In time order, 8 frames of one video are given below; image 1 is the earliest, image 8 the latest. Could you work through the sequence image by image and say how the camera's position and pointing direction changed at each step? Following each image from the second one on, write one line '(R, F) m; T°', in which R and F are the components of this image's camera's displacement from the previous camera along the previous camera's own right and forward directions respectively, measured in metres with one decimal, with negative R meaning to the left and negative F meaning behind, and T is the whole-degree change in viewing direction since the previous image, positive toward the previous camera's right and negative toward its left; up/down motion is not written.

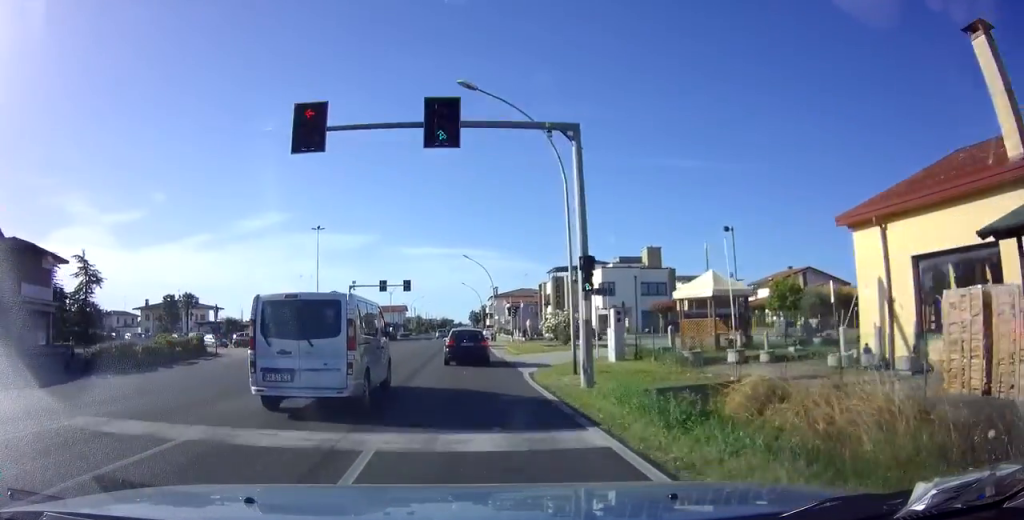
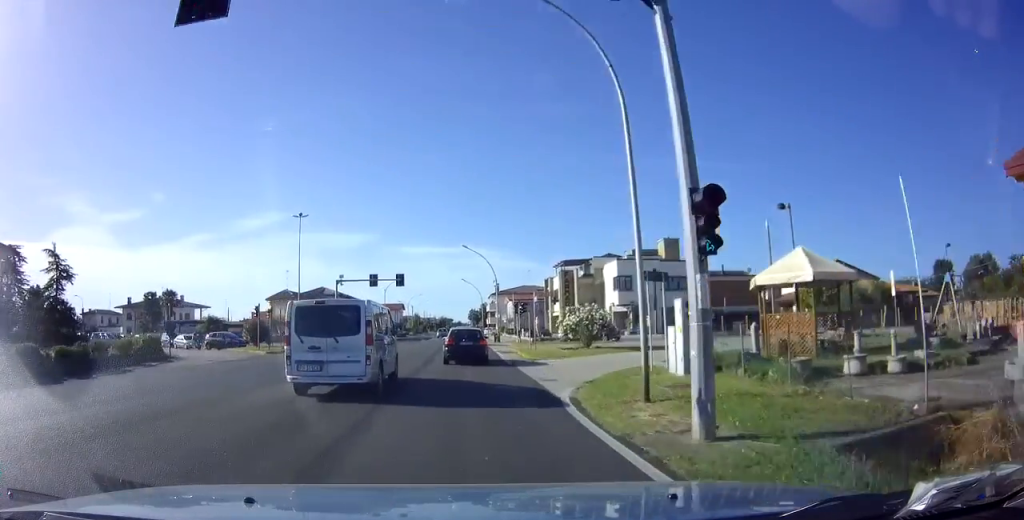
(0.0, +6.2) m; 0°
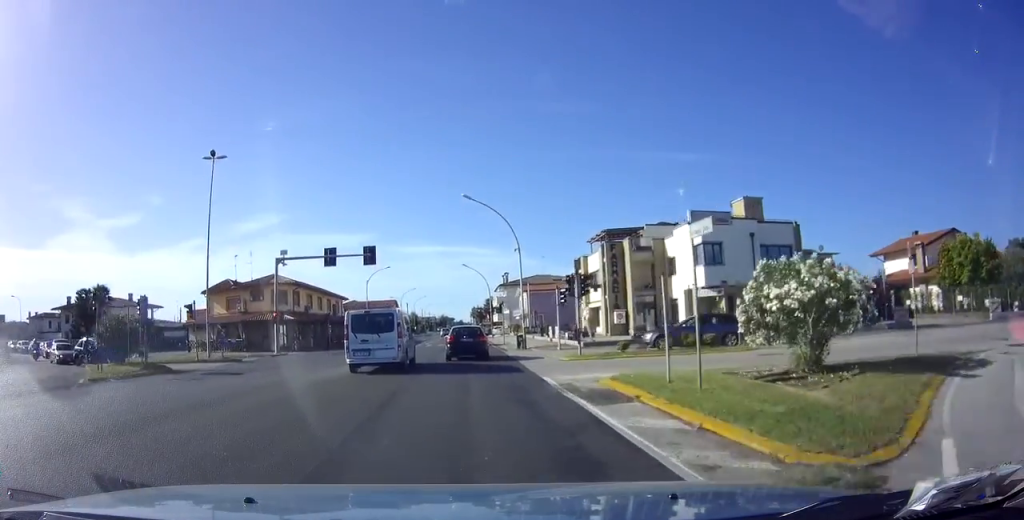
(-0.1, +19.5) m; -1°
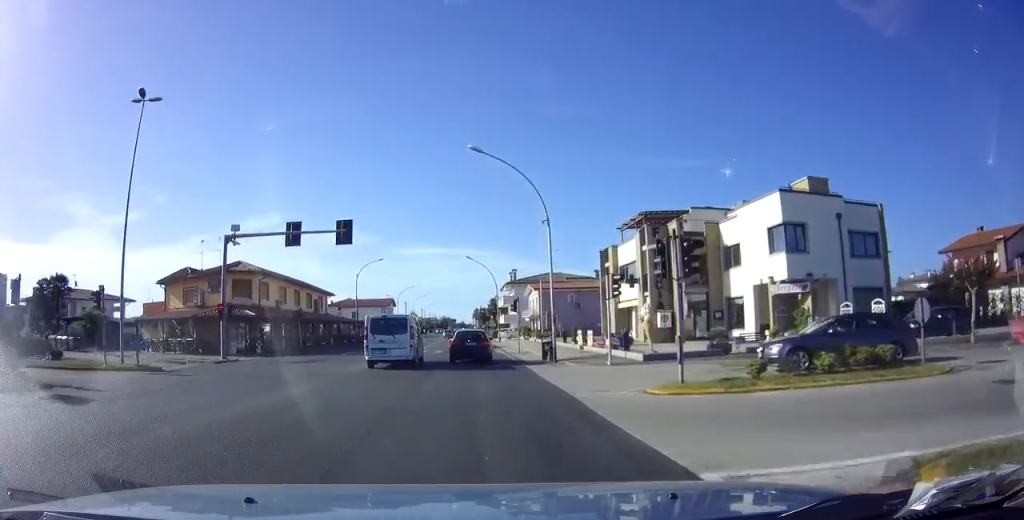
(-0.1, +9.2) m; 0°
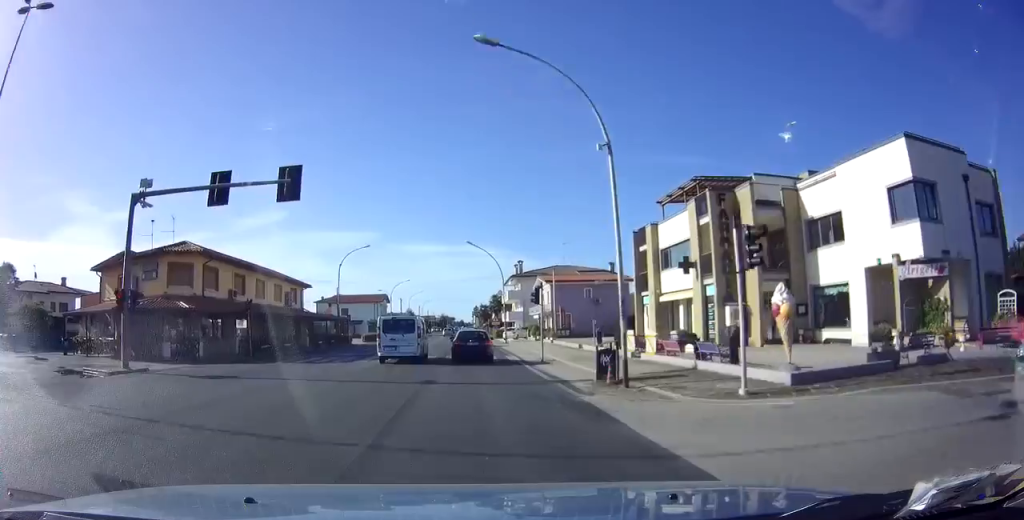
(+0.1, +9.3) m; +1°
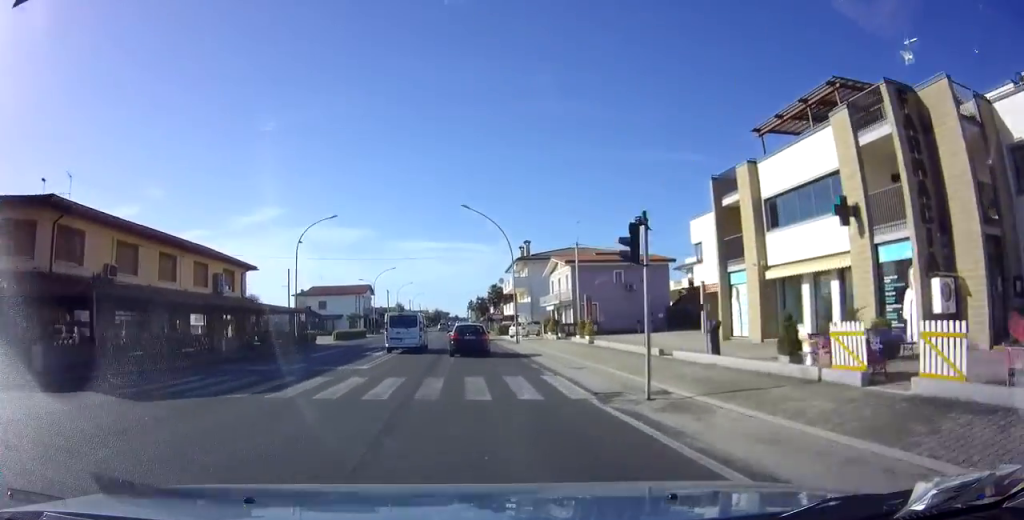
(+0.1, +13.1) m; 0°
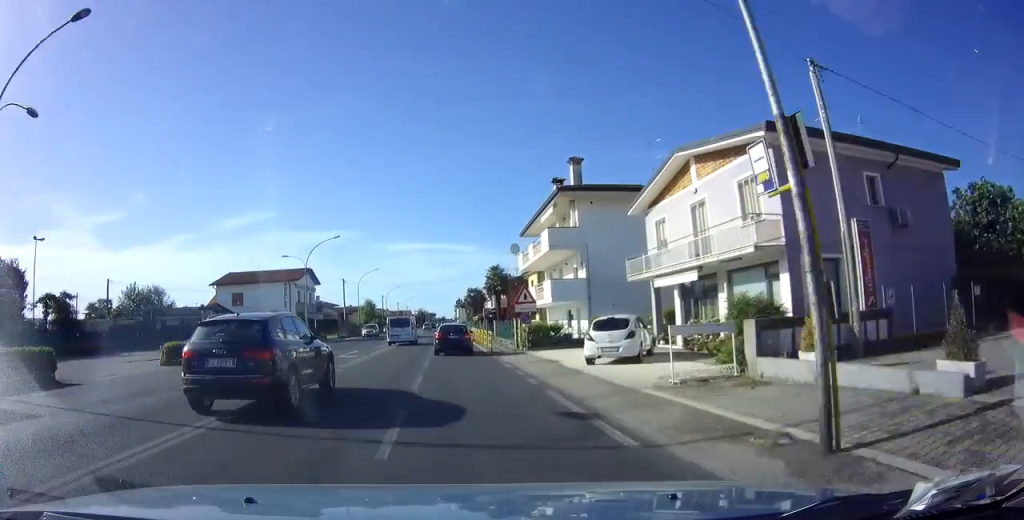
(+0.2, +31.5) m; +1°
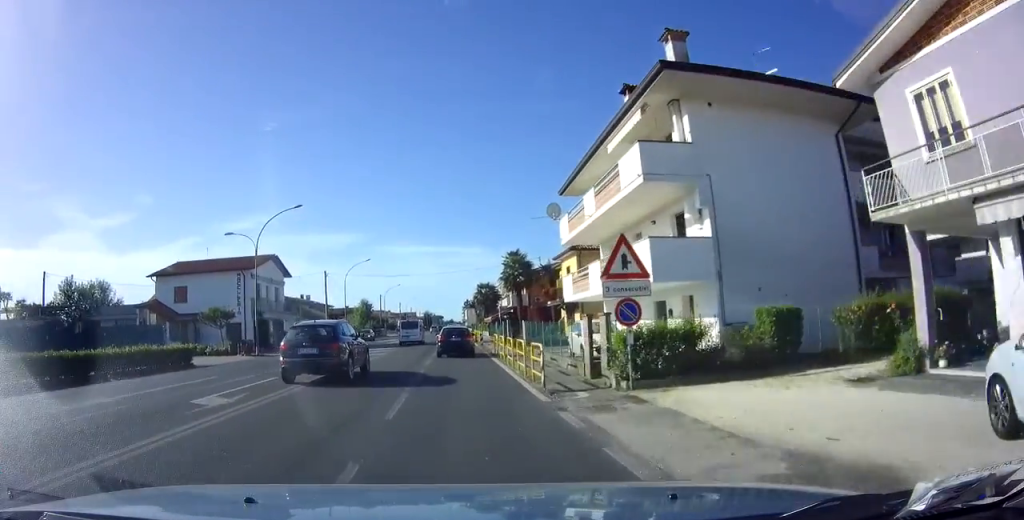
(-0.1, +14.4) m; 0°
